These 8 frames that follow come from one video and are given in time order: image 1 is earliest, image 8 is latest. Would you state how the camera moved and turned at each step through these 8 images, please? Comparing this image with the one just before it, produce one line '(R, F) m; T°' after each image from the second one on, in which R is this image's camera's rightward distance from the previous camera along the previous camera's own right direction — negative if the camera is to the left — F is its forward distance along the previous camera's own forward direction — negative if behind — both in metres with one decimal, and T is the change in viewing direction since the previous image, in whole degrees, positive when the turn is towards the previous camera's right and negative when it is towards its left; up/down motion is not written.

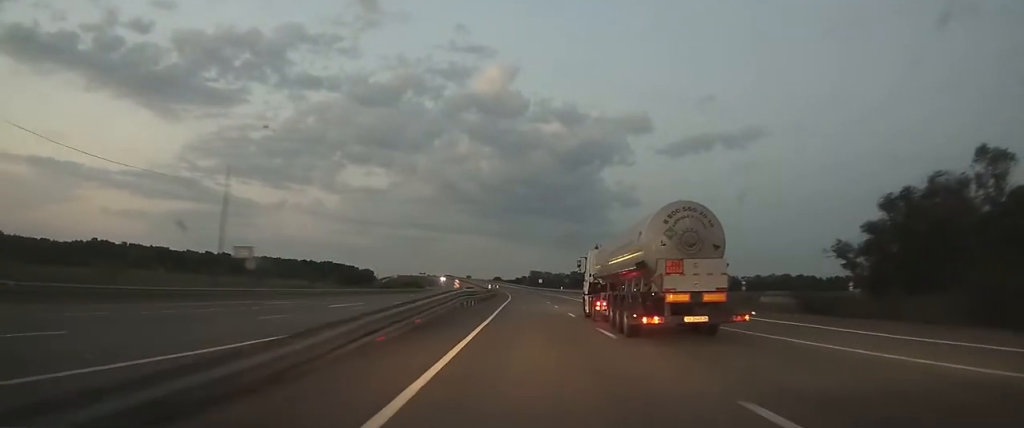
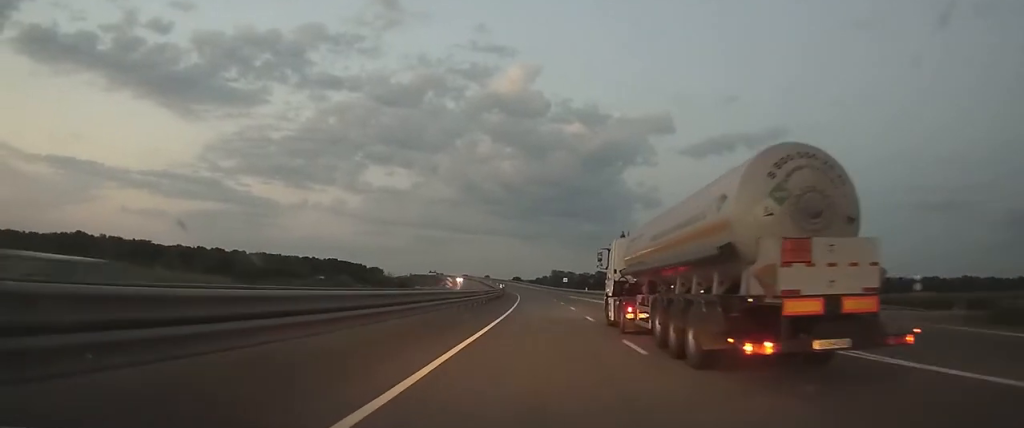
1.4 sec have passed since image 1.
(-0.7, +39.5) m; -2°
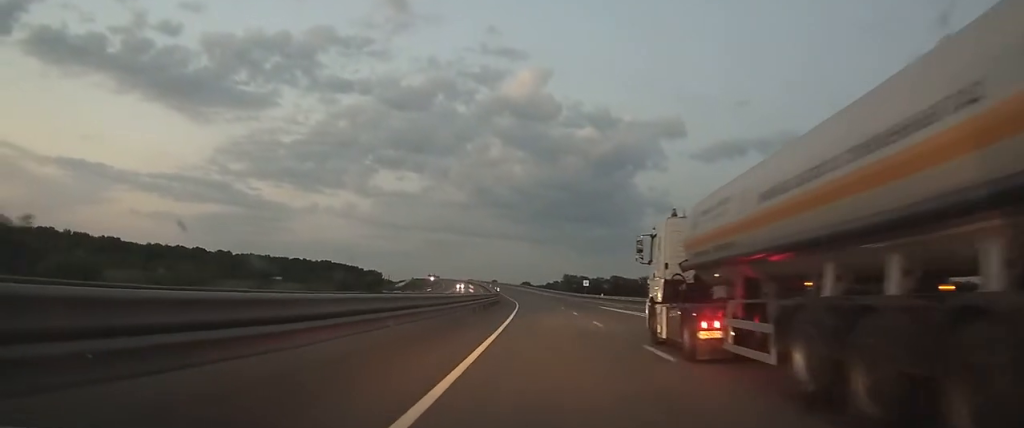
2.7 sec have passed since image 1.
(-0.4, +36.9) m; -1°
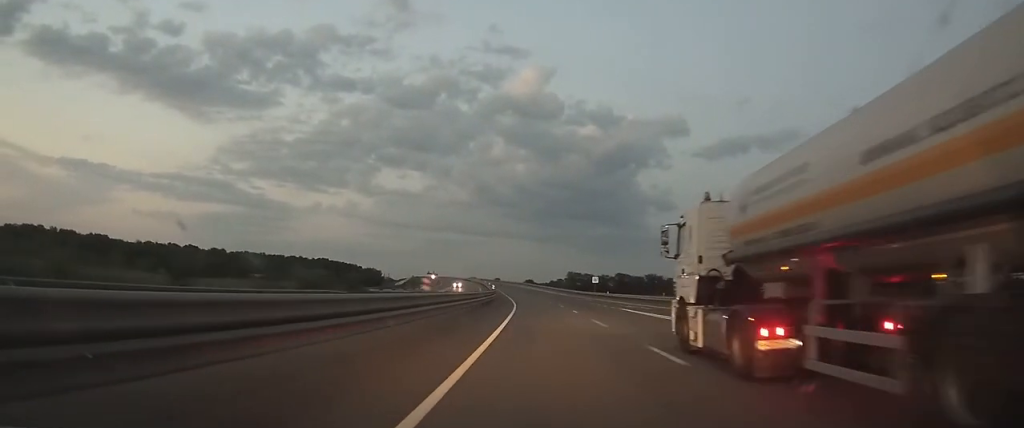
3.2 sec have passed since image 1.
(-0.1, +12.5) m; 0°
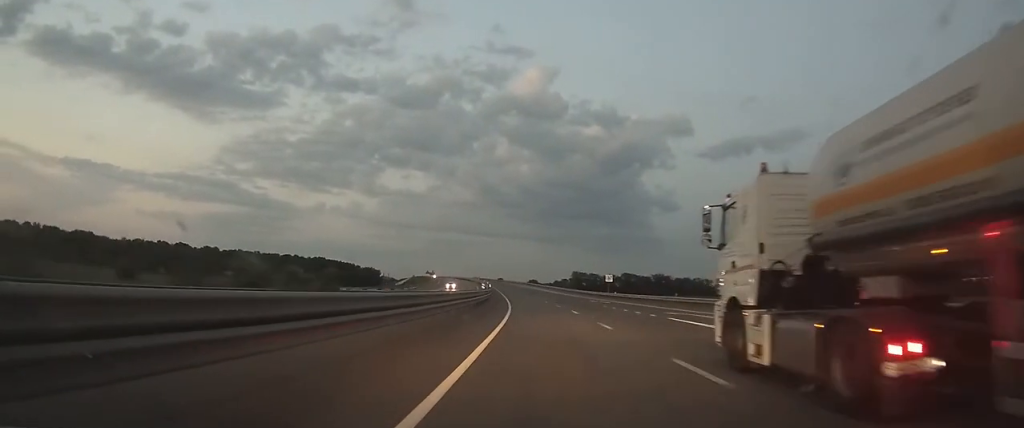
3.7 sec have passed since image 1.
(-0.1, +14.5) m; 0°
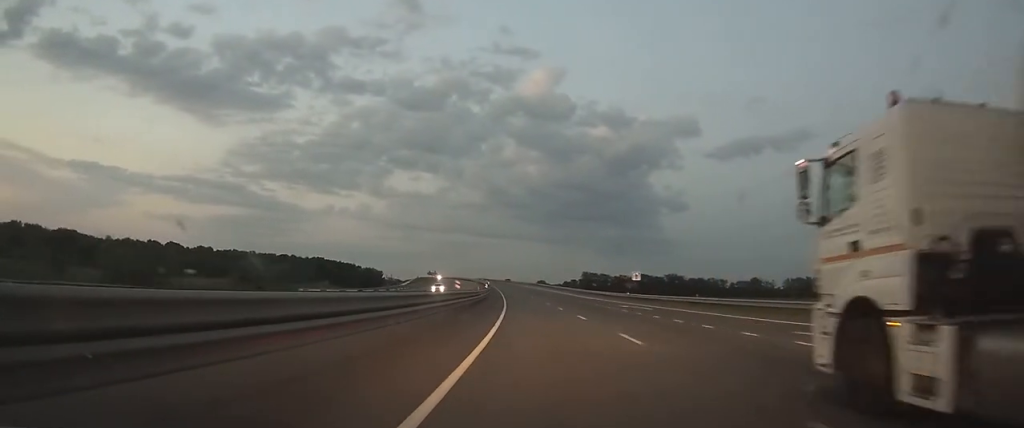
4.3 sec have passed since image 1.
(0.0, +17.7) m; -1°
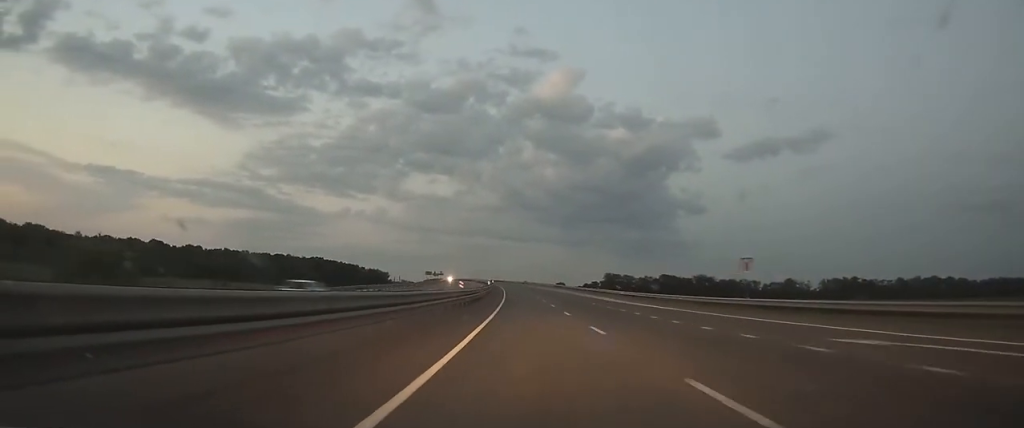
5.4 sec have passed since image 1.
(-0.5, +32.8) m; -2°
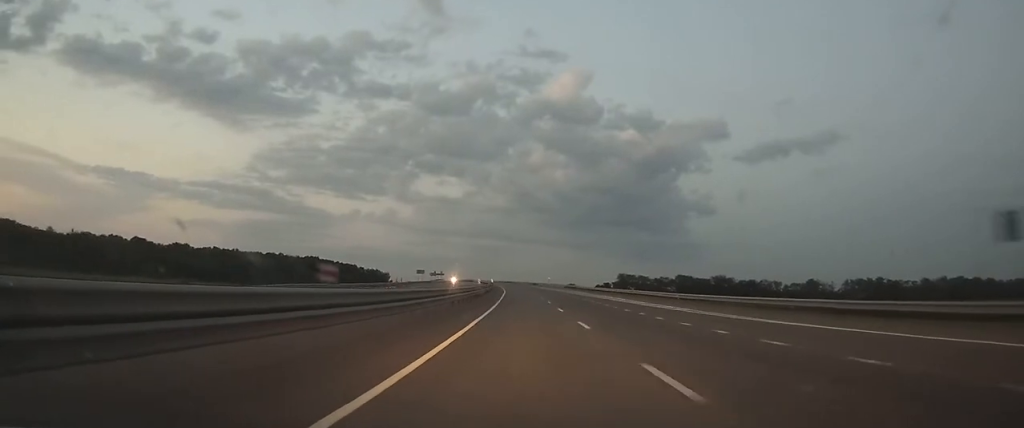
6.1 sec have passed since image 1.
(-0.3, +22.2) m; -1°
